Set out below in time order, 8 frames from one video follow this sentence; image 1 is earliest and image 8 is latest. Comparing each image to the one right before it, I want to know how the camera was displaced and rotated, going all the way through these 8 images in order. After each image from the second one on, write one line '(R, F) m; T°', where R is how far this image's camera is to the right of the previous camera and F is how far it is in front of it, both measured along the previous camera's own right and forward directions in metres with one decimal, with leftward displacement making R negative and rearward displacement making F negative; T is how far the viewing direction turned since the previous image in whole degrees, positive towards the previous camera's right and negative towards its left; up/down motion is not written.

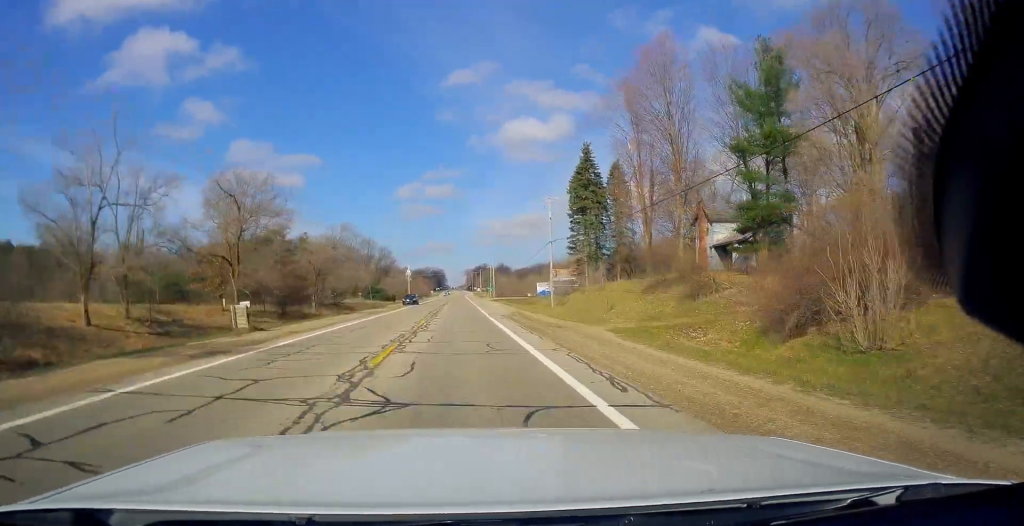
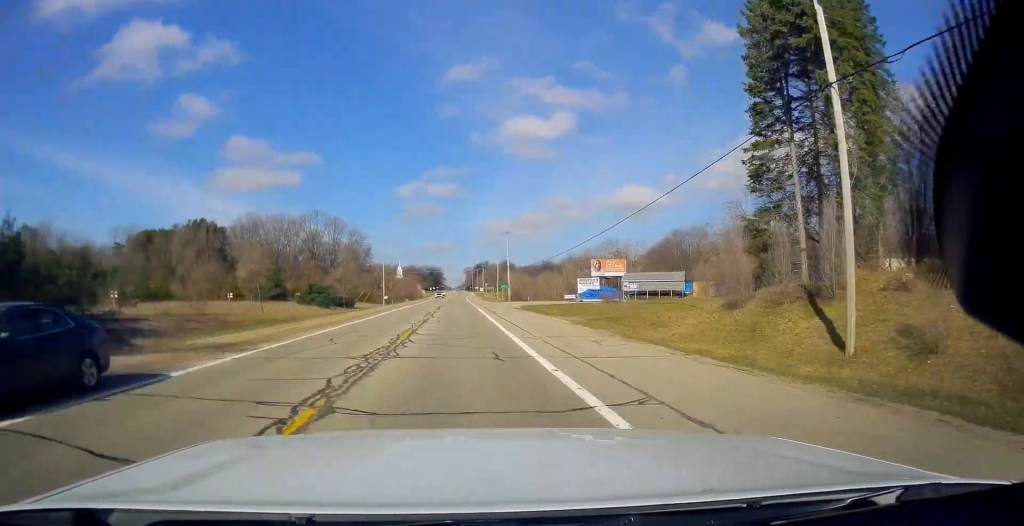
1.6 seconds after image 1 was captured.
(0.0, +54.2) m; 0°
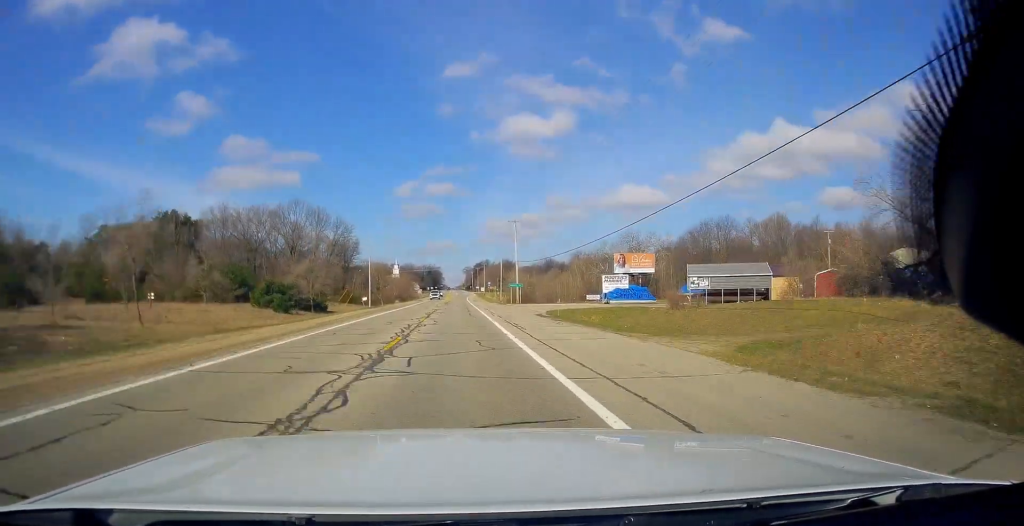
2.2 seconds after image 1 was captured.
(0.0, +17.7) m; 0°
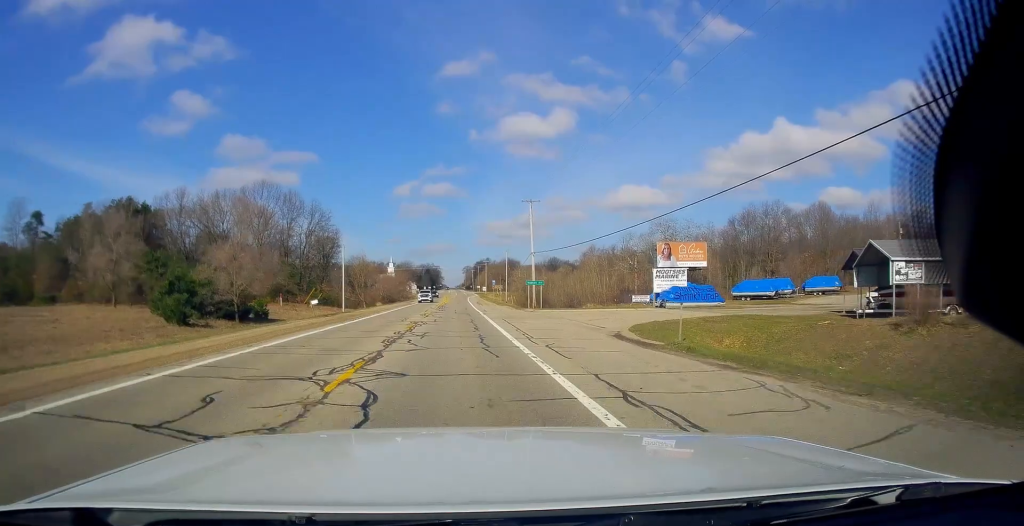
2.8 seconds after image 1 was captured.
(0.0, +22.3) m; 0°
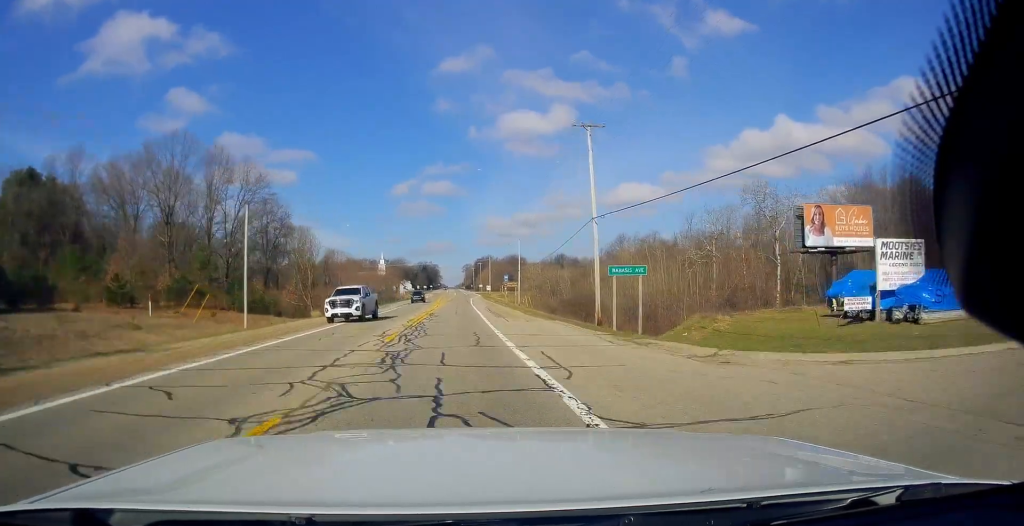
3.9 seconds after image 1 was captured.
(0.0, +35.5) m; +1°
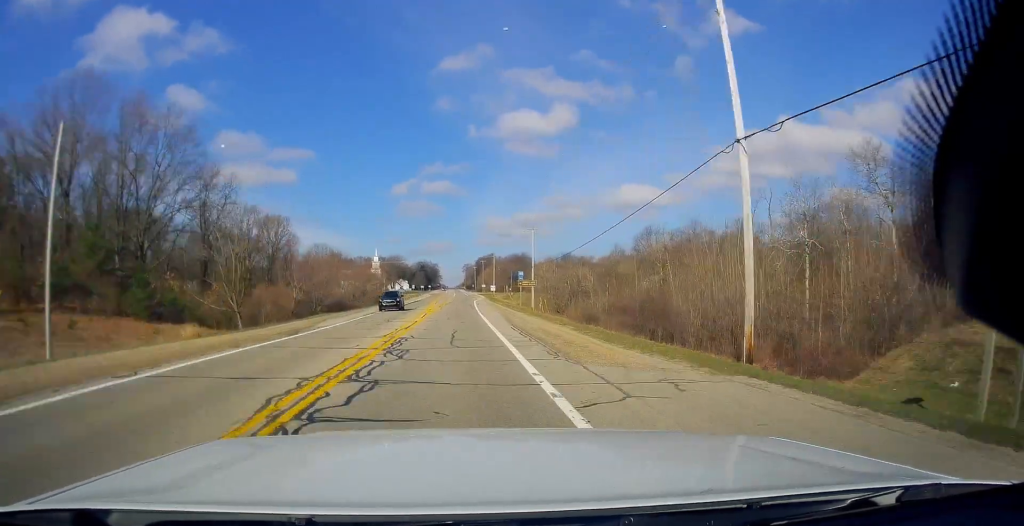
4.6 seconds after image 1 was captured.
(+0.3, +22.2) m; 0°
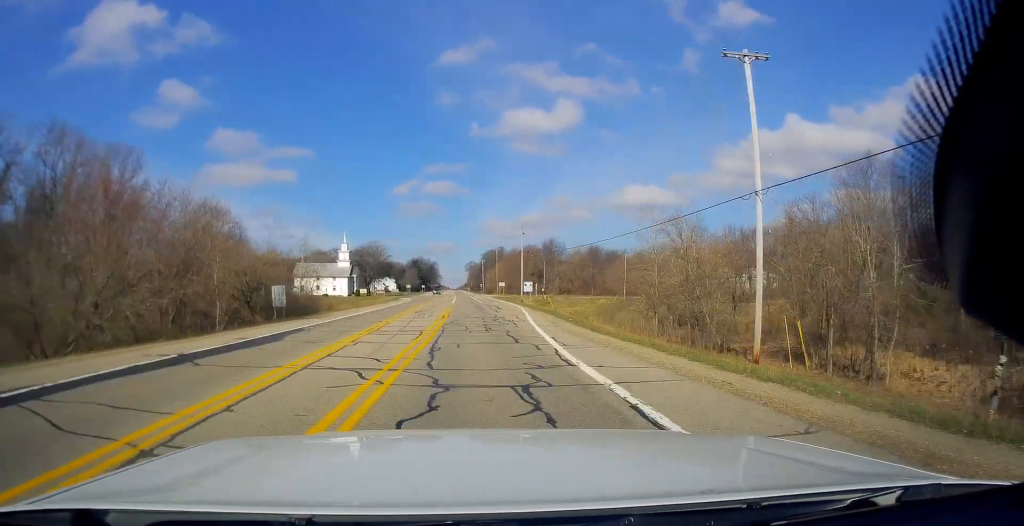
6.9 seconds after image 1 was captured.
(-0.7, +76.3) m; -1°
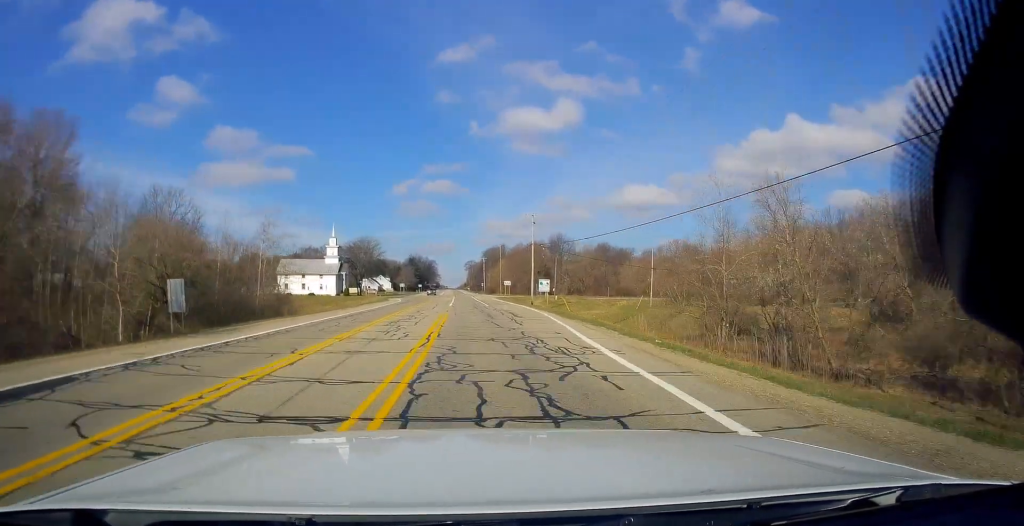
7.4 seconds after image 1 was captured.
(0.0, +16.7) m; 0°
